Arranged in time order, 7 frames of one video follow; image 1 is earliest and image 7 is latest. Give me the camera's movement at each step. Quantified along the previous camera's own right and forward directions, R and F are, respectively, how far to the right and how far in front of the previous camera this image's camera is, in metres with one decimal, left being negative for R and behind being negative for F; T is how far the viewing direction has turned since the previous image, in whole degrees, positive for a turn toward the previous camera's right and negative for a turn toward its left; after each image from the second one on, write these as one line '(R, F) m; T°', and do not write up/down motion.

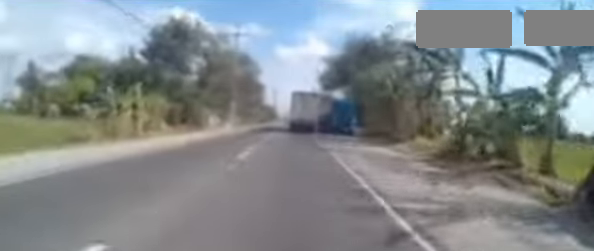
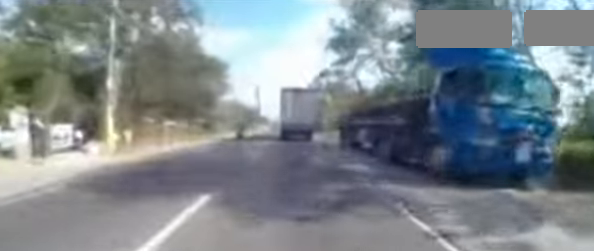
(+1.1, +25.4) m; +3°
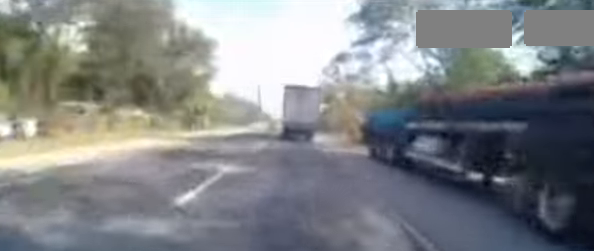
(0.0, +7.2) m; +1°
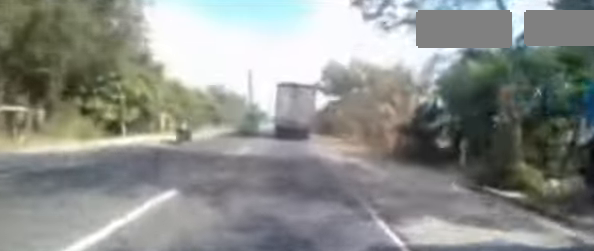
(+0.4, +11.8) m; +1°
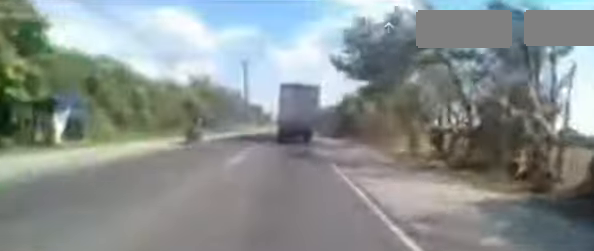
(-0.8, +11.7) m; -5°
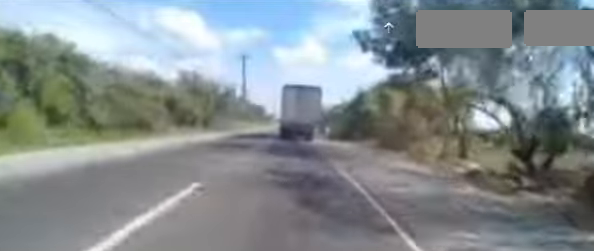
(+0.2, +5.9) m; 0°
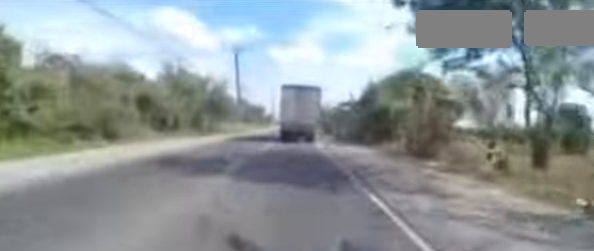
(+0.2, +4.8) m; 0°
